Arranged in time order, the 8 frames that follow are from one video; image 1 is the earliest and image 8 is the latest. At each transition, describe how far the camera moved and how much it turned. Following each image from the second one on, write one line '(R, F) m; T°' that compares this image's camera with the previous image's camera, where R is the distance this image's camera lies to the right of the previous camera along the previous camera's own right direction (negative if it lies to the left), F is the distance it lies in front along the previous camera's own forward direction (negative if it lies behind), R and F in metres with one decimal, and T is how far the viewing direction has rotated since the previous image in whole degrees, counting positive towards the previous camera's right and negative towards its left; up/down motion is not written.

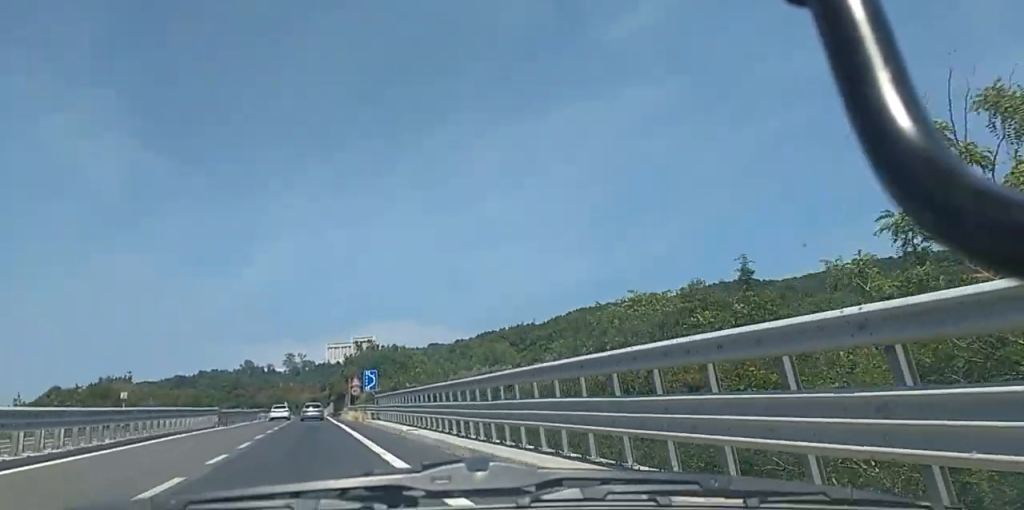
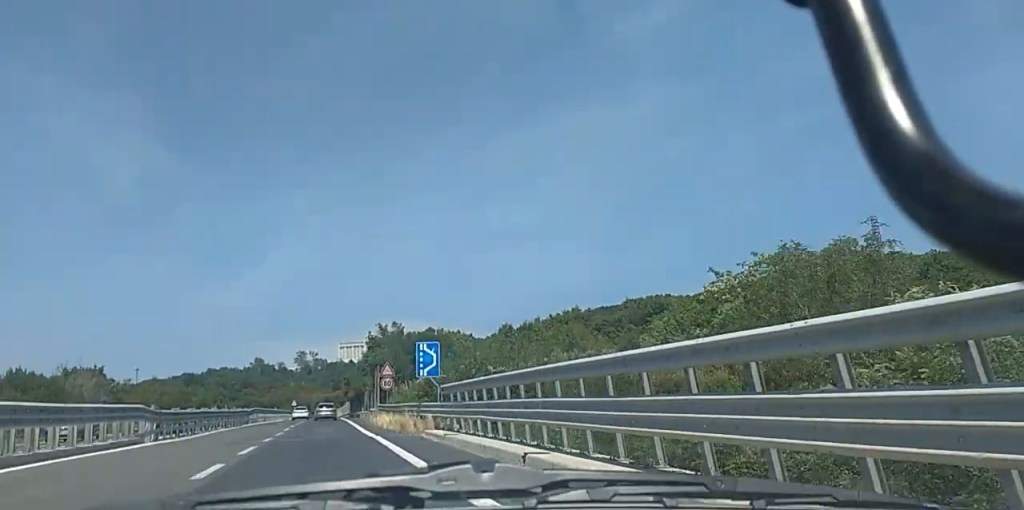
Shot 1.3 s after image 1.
(-0.3, +26.2) m; -2°
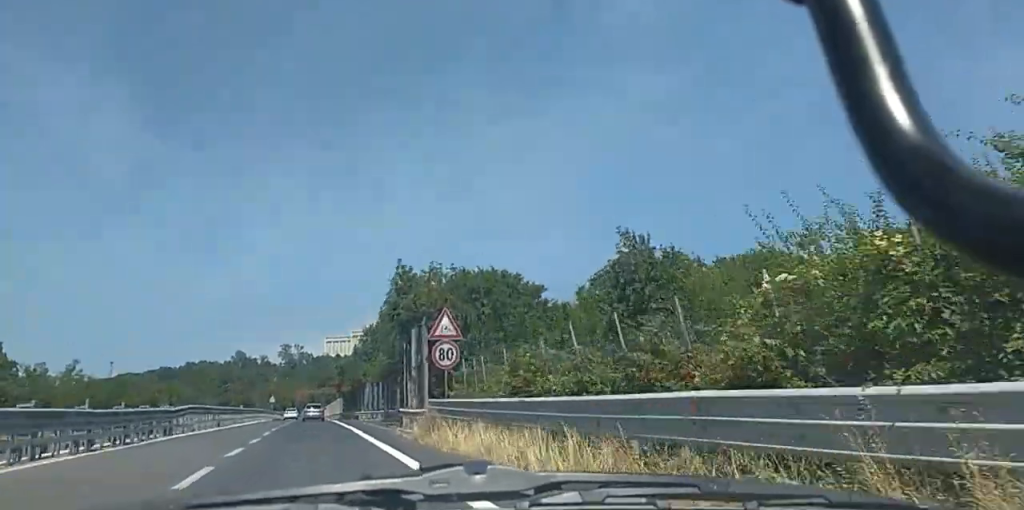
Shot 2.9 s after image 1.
(-0.2, +29.7) m; +1°
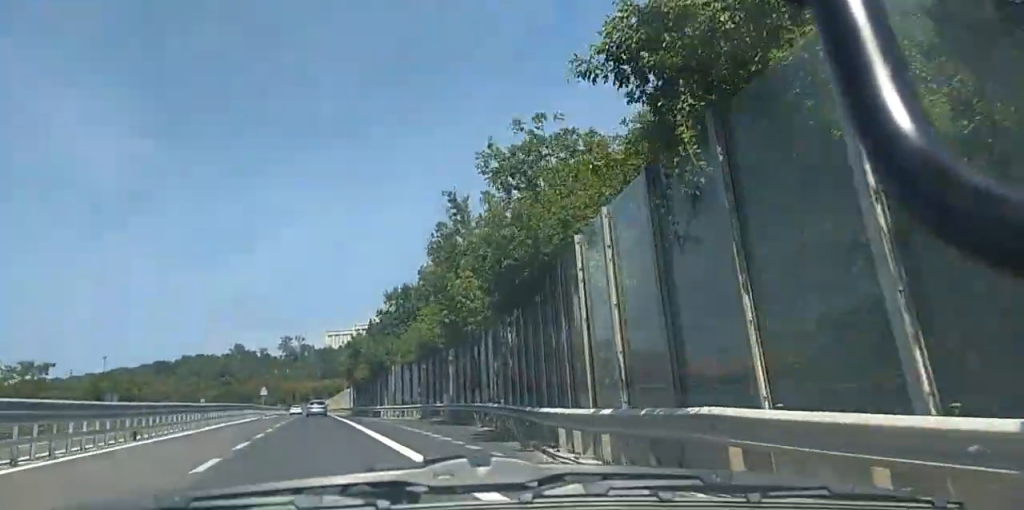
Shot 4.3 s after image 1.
(+0.2, +26.6) m; 0°
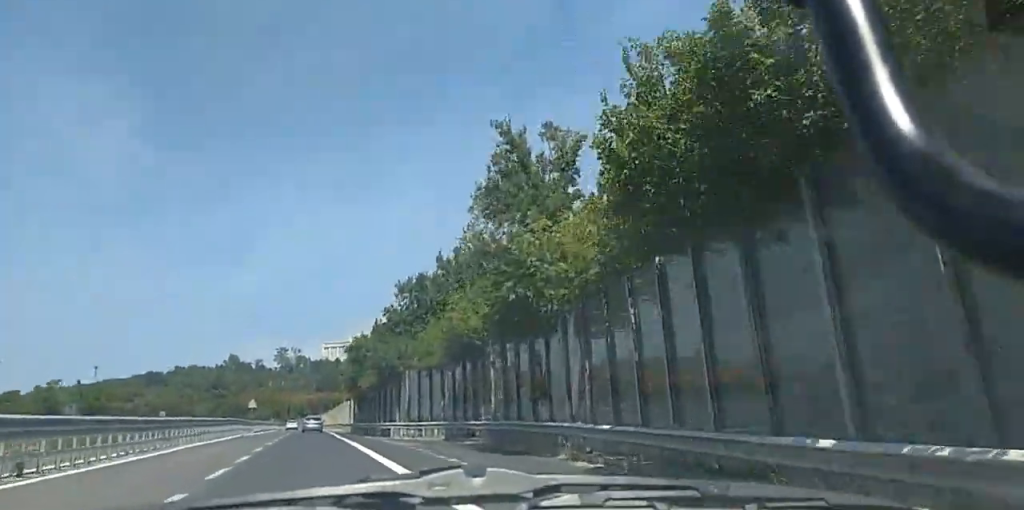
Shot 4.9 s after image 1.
(0.0, +10.3) m; 0°
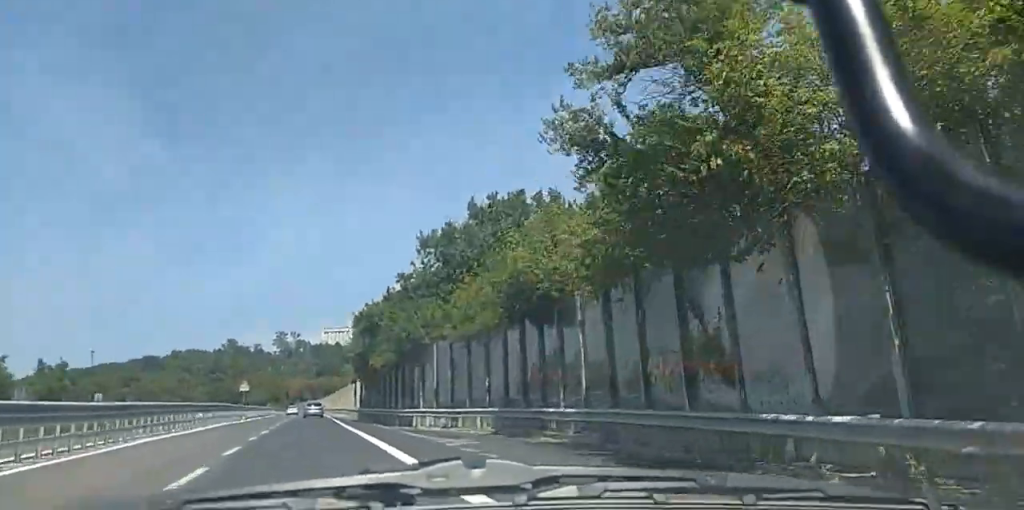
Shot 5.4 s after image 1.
(0.0, +11.0) m; 0°
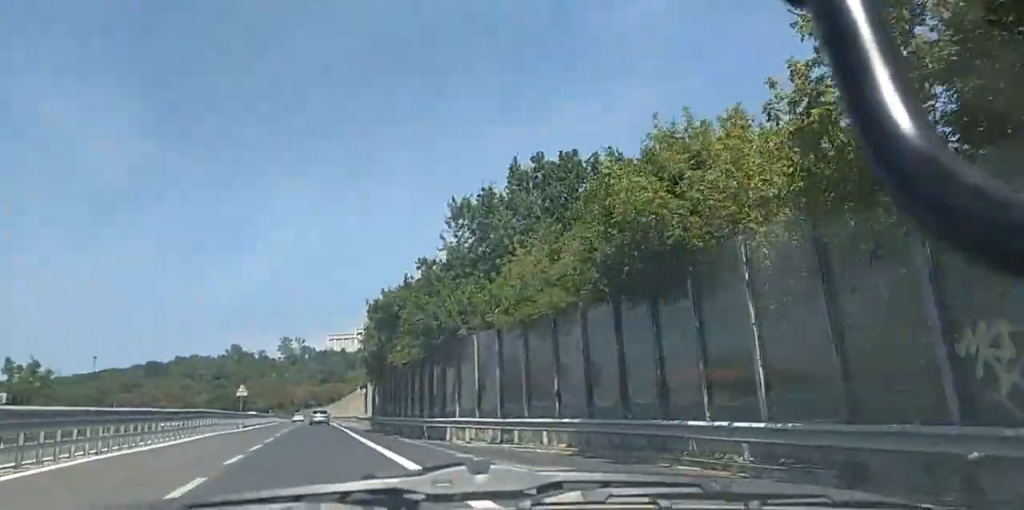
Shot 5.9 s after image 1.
(+0.1, +8.4) m; 0°
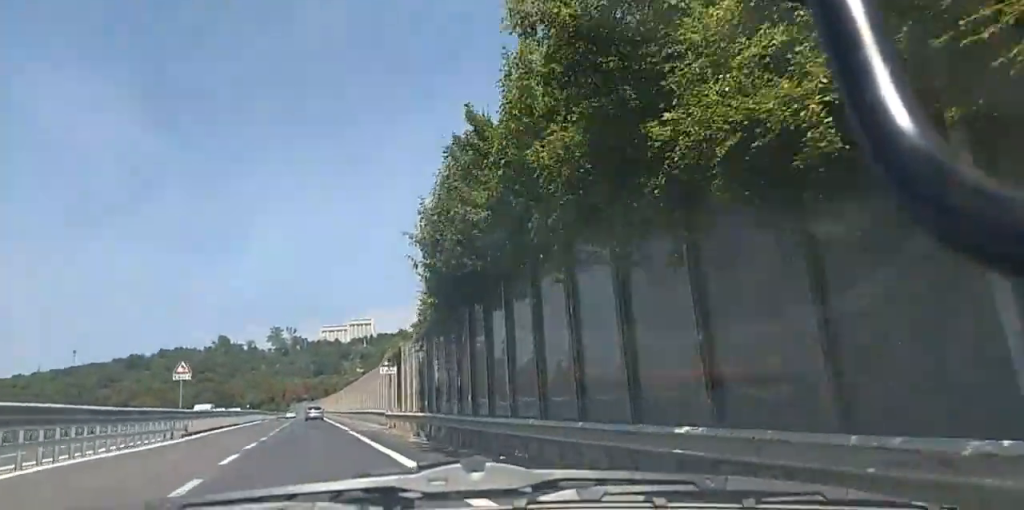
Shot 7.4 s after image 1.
(+0.1, +28.9) m; 0°
